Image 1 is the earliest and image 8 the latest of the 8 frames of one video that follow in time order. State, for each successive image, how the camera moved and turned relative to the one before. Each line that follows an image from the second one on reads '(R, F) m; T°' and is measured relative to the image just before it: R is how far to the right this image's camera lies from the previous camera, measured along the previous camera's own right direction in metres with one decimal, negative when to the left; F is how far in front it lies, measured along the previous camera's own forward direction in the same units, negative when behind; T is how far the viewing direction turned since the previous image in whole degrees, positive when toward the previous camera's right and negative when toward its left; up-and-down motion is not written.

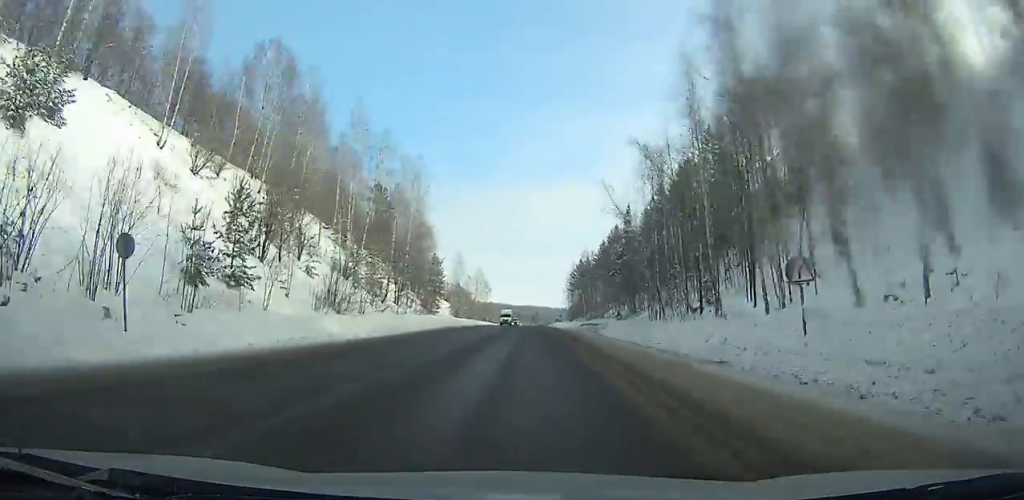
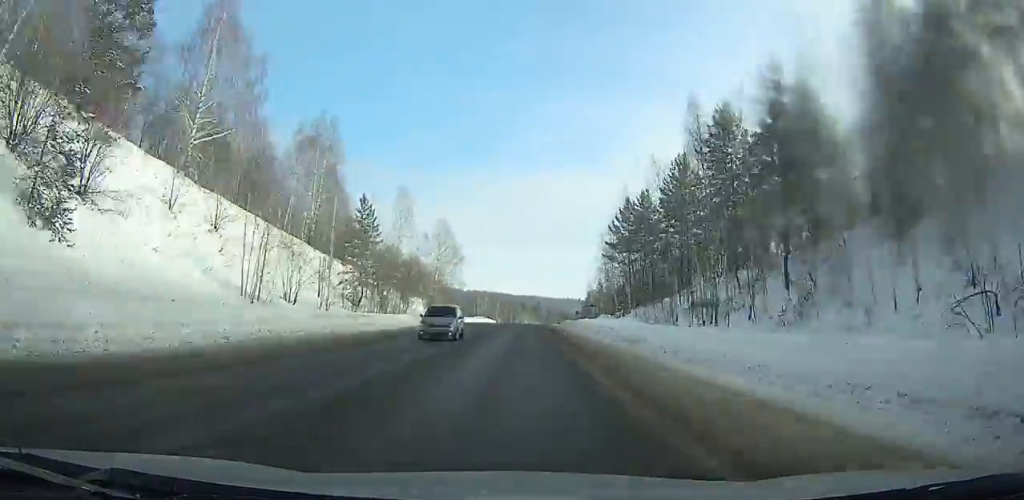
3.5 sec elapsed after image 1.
(0.0, +77.9) m; 0°
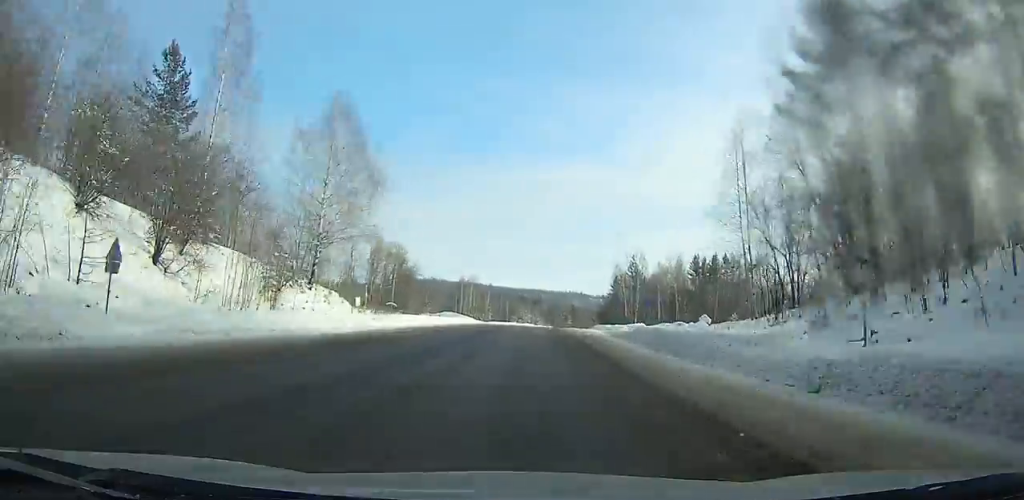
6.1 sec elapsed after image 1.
(0.0, +58.2) m; +1°
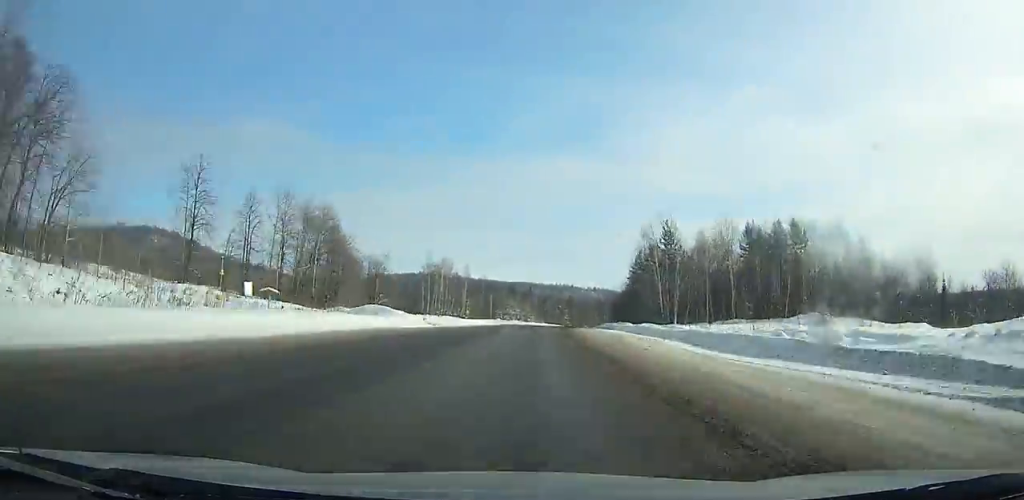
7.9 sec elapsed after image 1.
(-0.1, +40.2) m; +1°
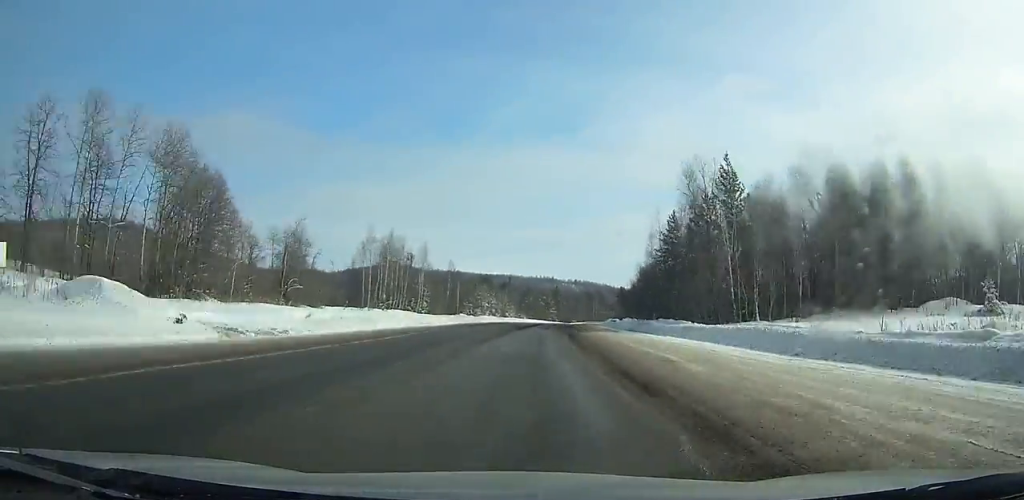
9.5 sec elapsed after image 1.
(+0.5, +35.3) m; +2°
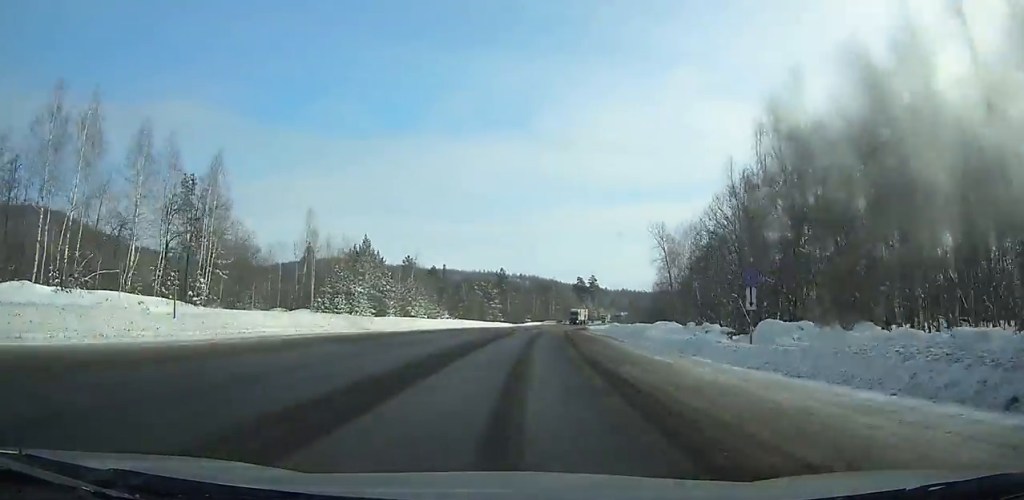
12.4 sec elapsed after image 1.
(+2.2, +63.1) m; +4°
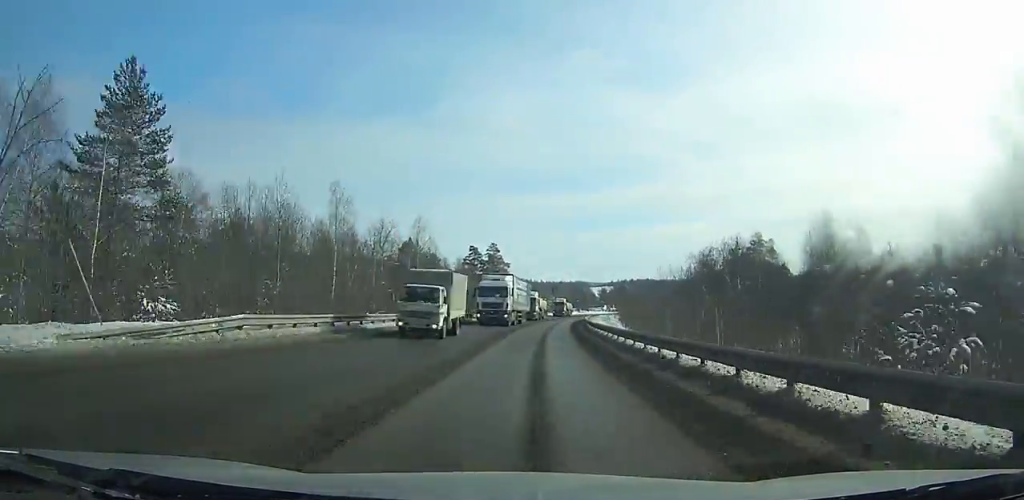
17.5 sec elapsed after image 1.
(+8.6, +108.5) m; +10°
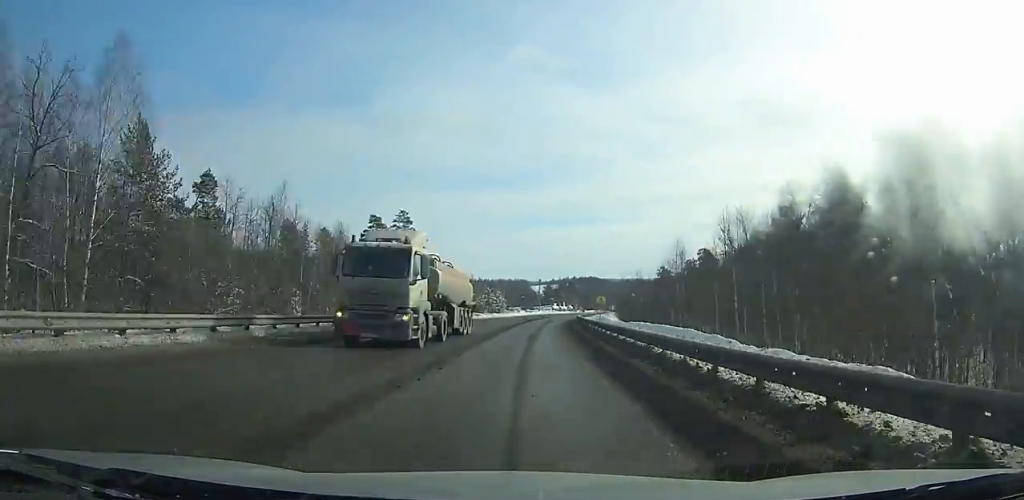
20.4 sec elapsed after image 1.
(+3.3, +61.6) m; +6°
